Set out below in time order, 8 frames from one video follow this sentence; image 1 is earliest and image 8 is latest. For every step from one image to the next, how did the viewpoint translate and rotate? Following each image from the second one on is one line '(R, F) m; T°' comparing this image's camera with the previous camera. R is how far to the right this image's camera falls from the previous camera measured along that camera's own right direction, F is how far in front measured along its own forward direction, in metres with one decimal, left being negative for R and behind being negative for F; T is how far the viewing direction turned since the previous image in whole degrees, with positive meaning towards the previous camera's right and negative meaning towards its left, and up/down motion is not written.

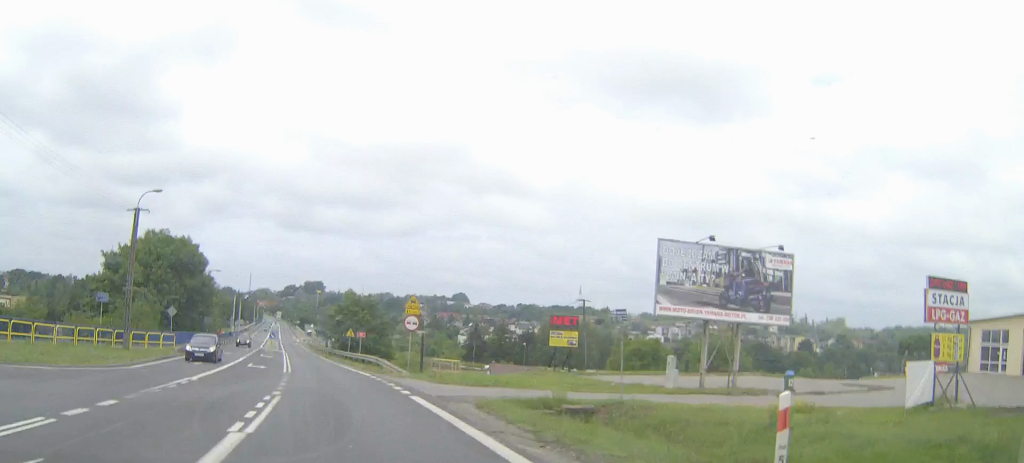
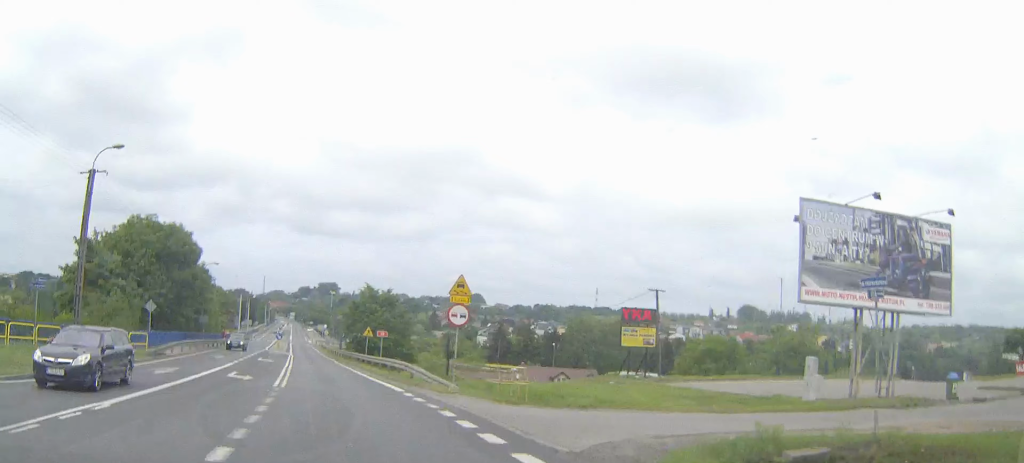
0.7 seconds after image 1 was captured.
(-0.1, +10.3) m; -1°
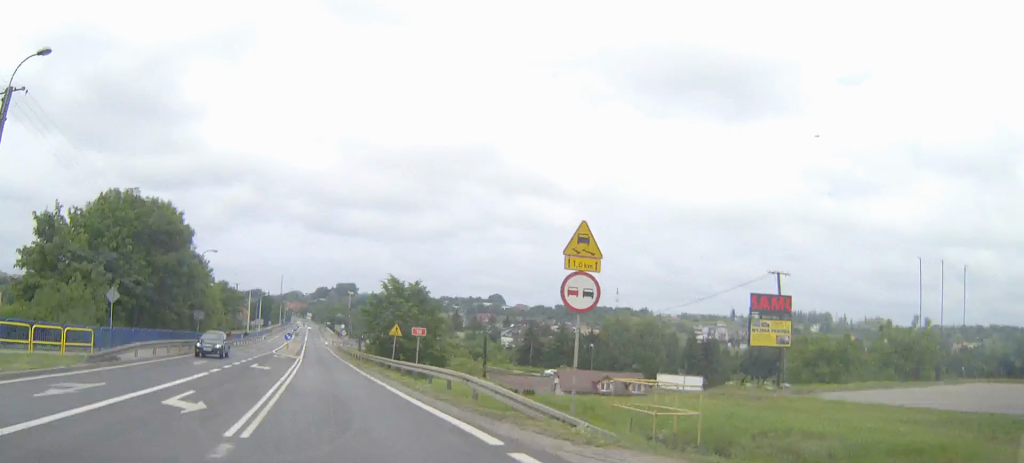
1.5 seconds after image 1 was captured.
(-0.1, +11.4) m; -1°
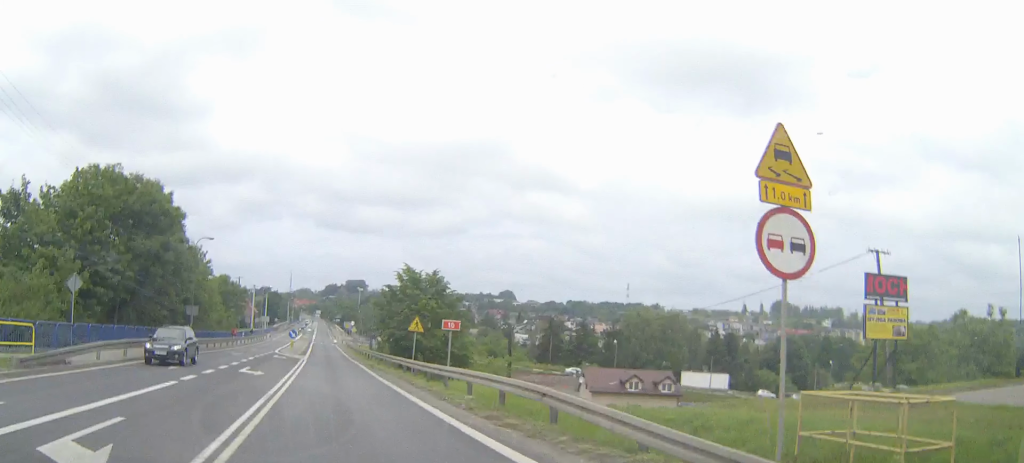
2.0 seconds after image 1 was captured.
(-0.1, +6.8) m; -1°
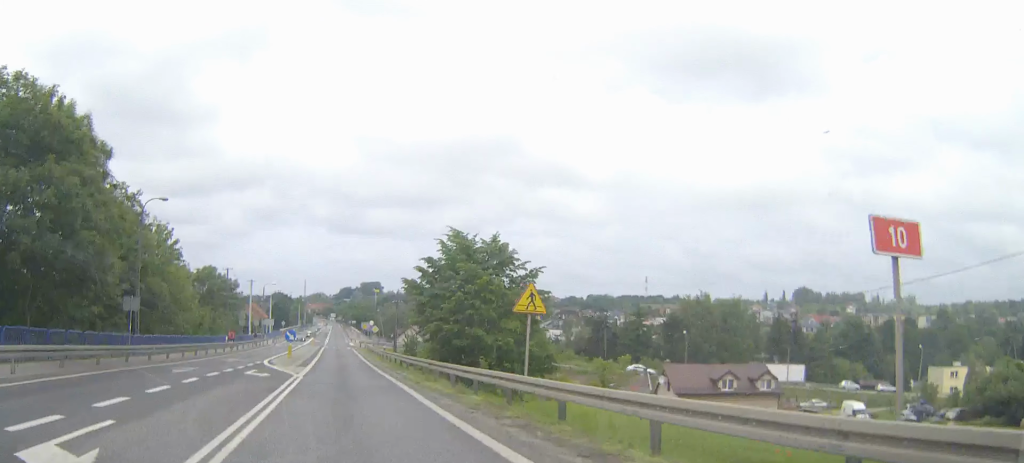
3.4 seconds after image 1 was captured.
(-0.4, +20.1) m; -2°
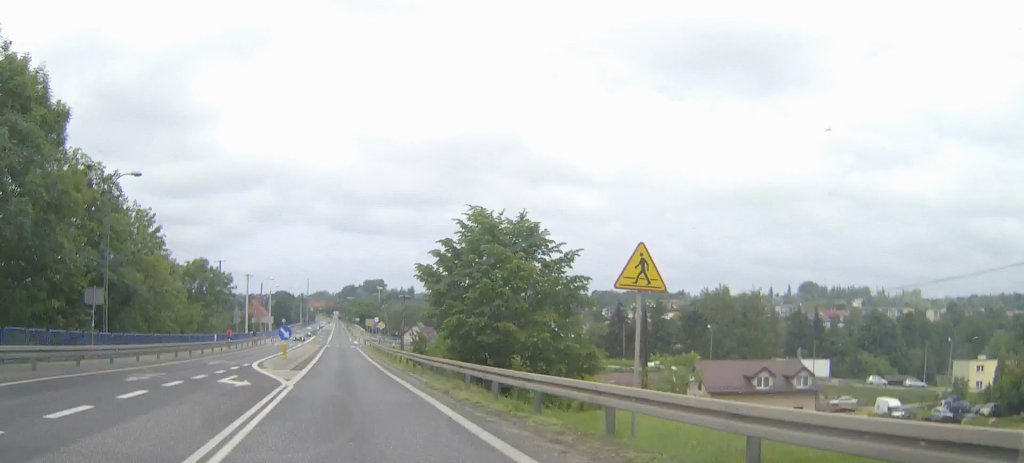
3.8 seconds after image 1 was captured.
(0.0, +6.4) m; 0°
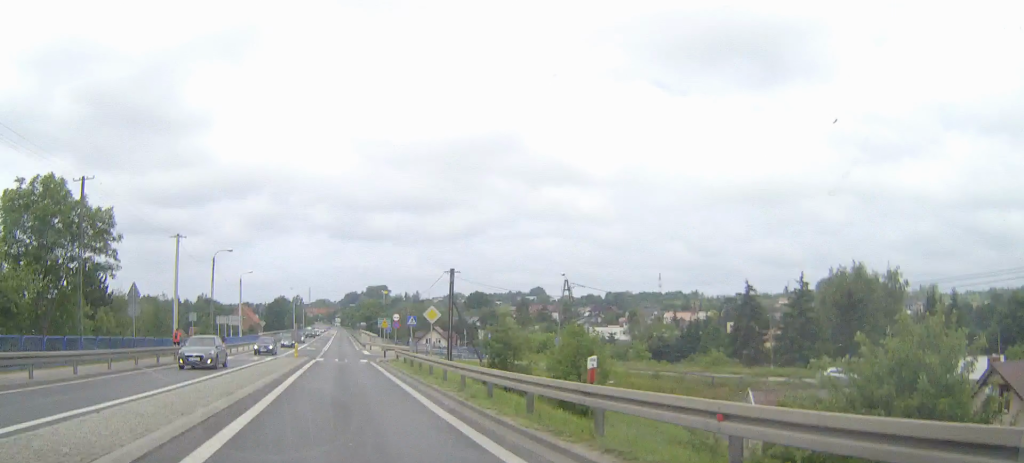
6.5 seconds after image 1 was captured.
(-0.4, +38.9) m; -1°
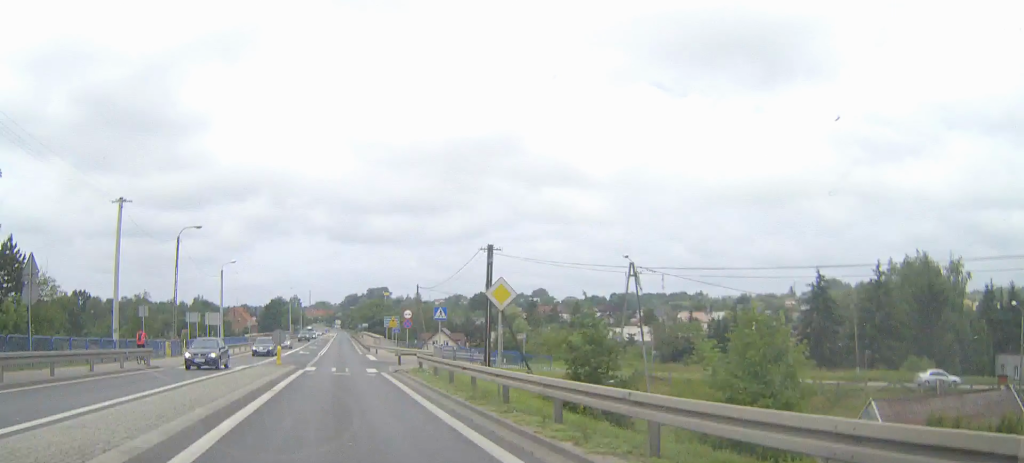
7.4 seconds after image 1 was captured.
(0.0, +14.3) m; 0°
